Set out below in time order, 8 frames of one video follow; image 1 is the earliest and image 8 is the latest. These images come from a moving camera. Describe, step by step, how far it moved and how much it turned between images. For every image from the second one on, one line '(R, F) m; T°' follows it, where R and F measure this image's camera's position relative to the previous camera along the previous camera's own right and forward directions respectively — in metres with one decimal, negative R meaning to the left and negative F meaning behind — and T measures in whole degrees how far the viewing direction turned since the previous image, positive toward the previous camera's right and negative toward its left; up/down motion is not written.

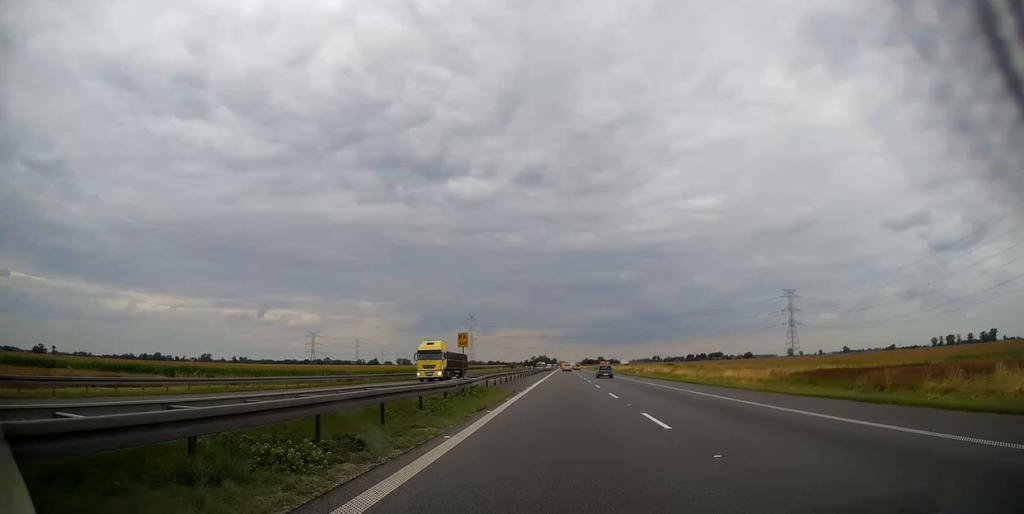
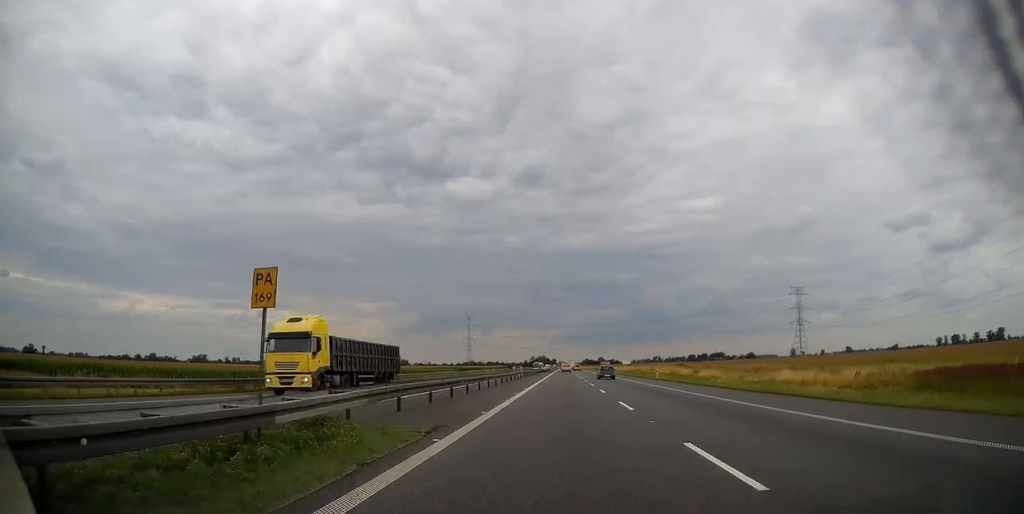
(+0.1, +18.4) m; 0°
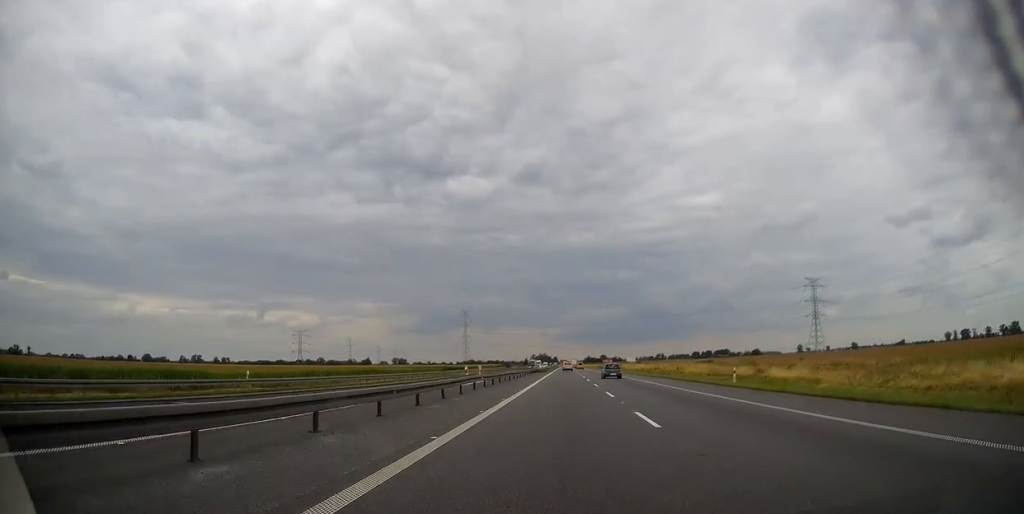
(-0.2, +29.0) m; 0°
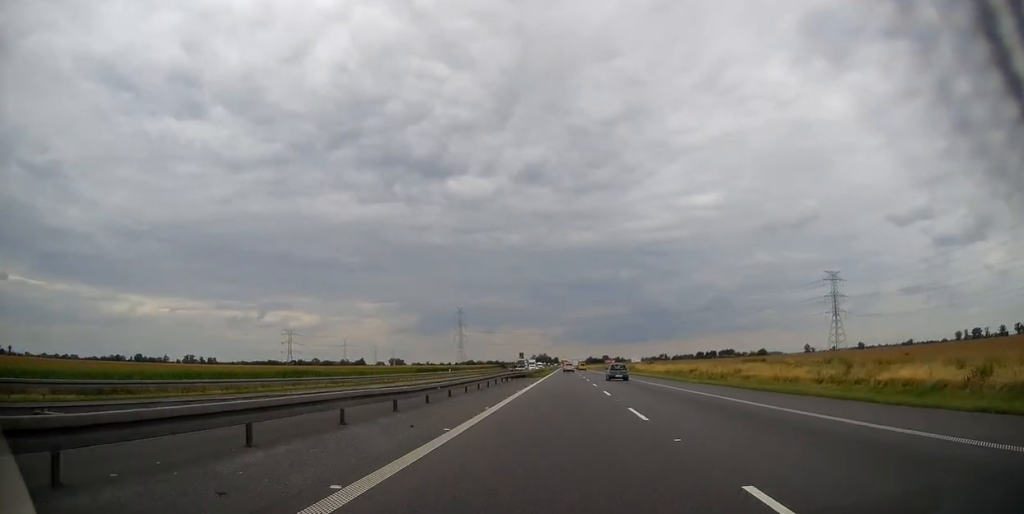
(+0.1, +34.3) m; 0°
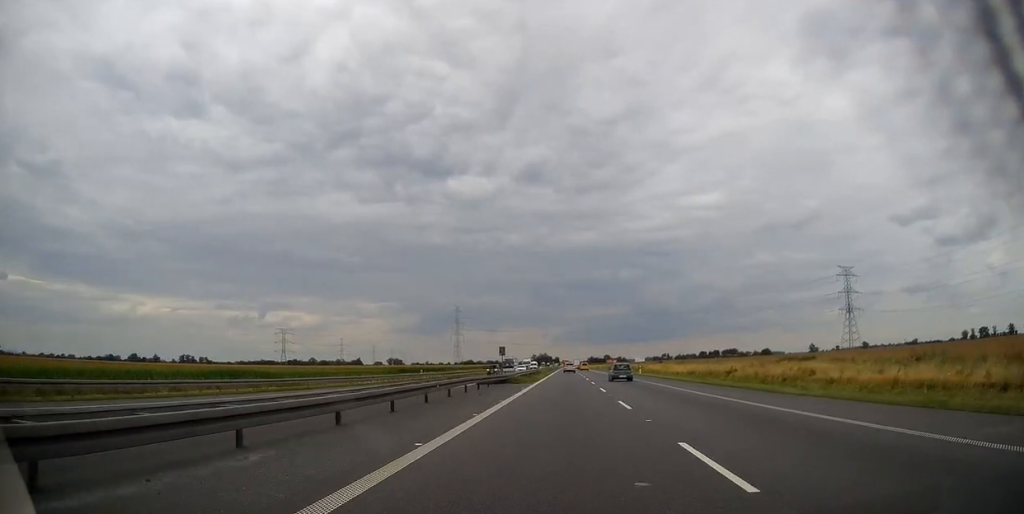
(-0.1, +20.3) m; 0°
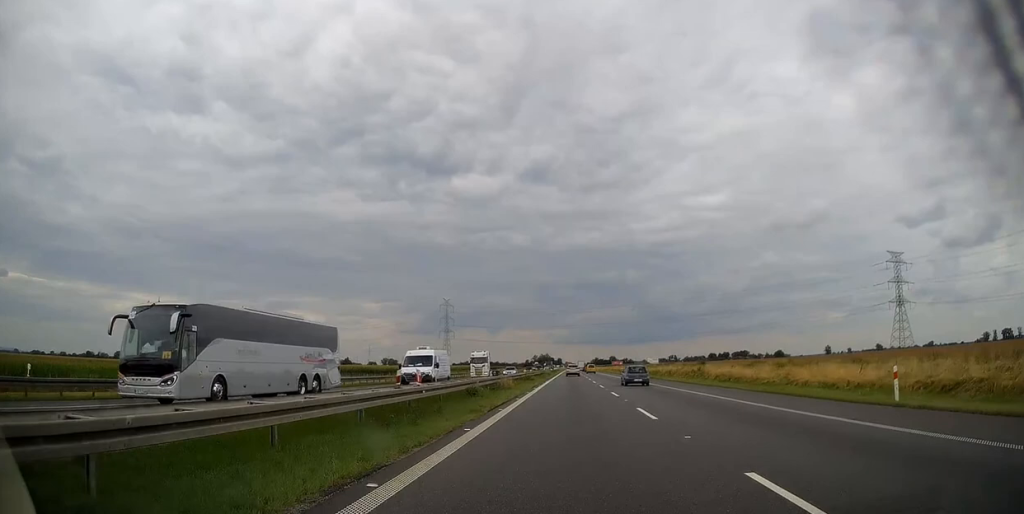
(0.0, +63.8) m; 0°
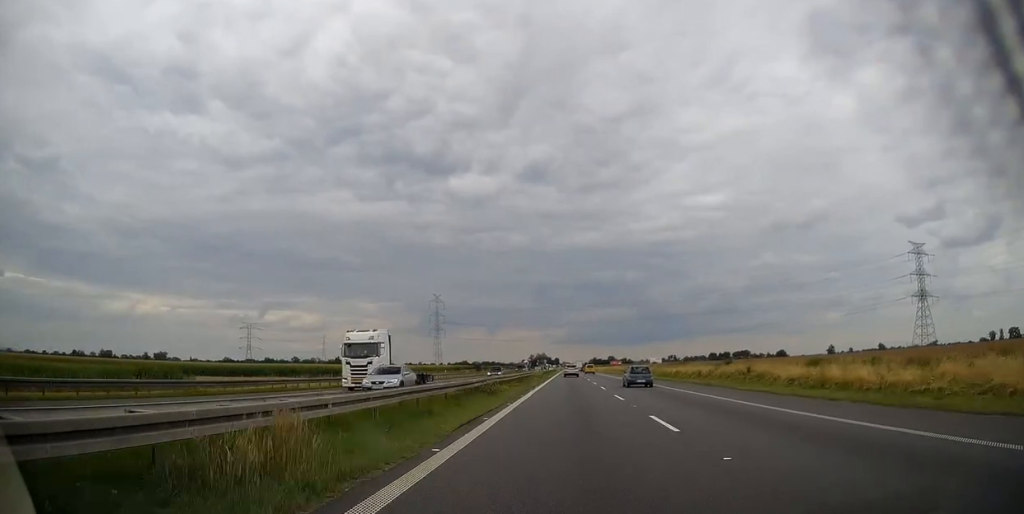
(-0.2, +26.7) m; 0°
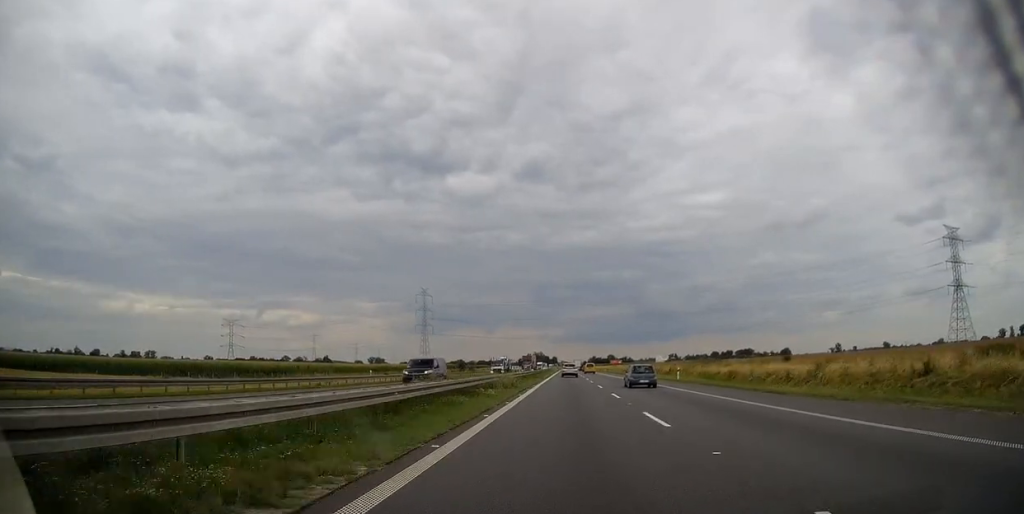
(+0.2, +34.3) m; +1°
